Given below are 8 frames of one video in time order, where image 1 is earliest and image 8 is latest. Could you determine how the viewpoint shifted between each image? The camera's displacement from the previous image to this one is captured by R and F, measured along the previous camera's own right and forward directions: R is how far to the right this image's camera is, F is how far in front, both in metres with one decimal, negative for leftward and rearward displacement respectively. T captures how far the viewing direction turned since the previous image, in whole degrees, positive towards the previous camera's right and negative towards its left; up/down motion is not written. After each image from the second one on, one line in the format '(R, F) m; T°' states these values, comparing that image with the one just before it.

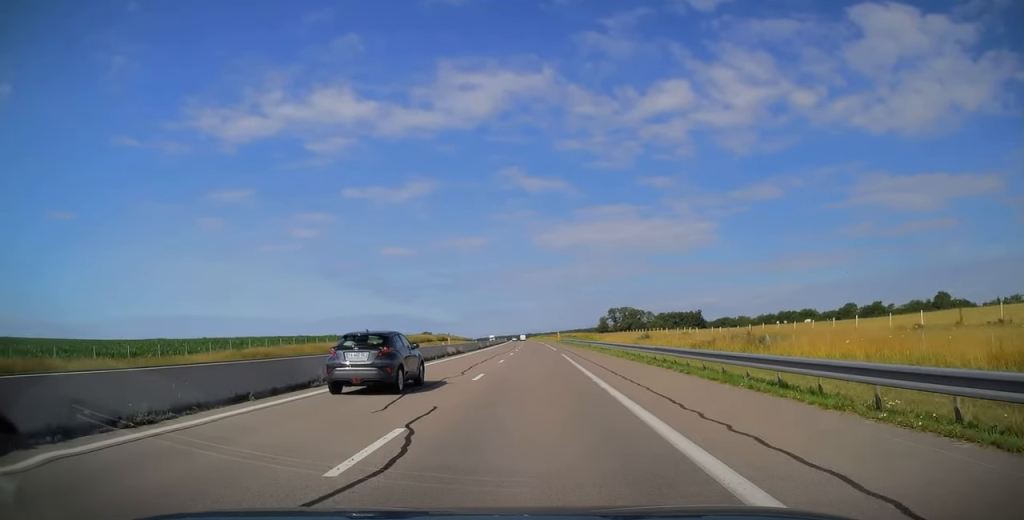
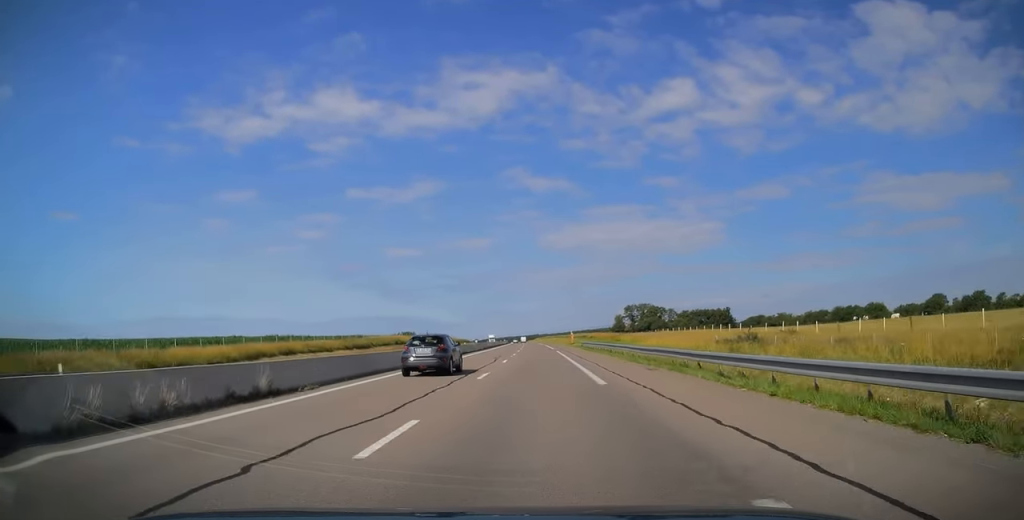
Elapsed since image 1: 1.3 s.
(-0.6, +37.6) m; -1°
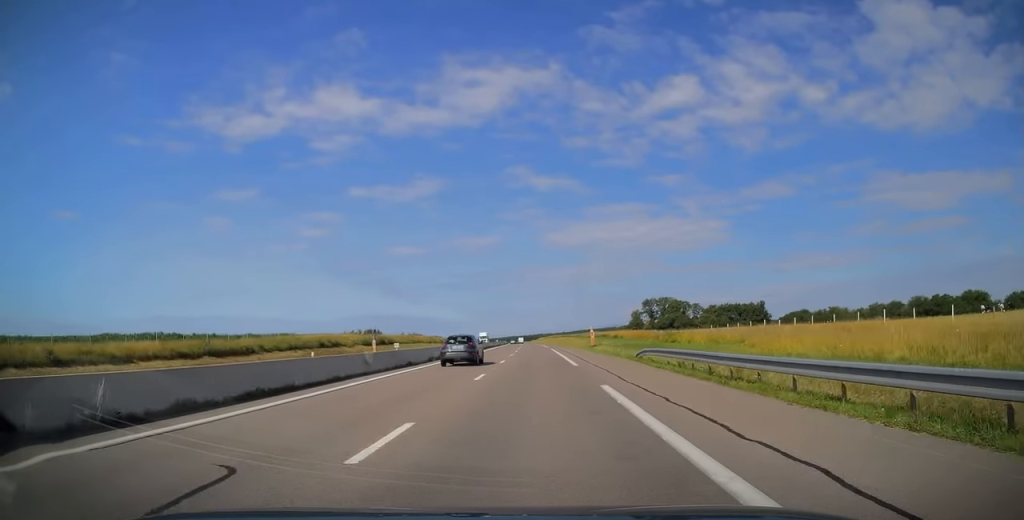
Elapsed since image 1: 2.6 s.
(+0.3, +39.1) m; 0°
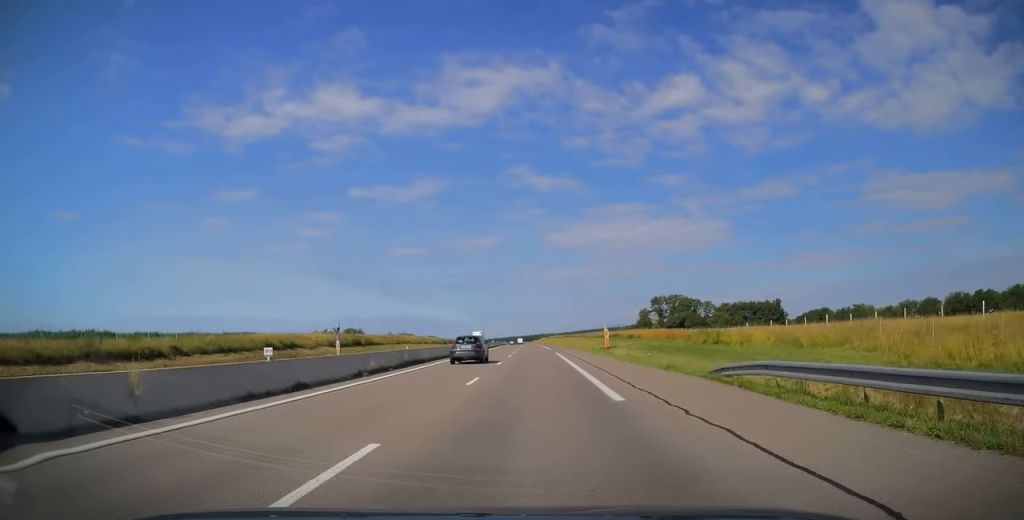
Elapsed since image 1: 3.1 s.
(-0.2, +14.7) m; 0°
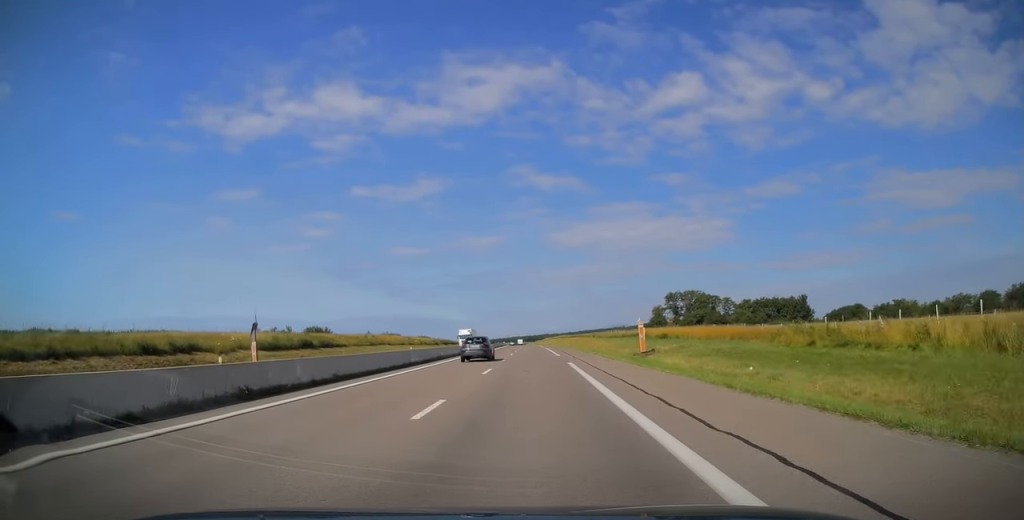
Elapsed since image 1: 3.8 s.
(-0.1, +20.0) m; 0°
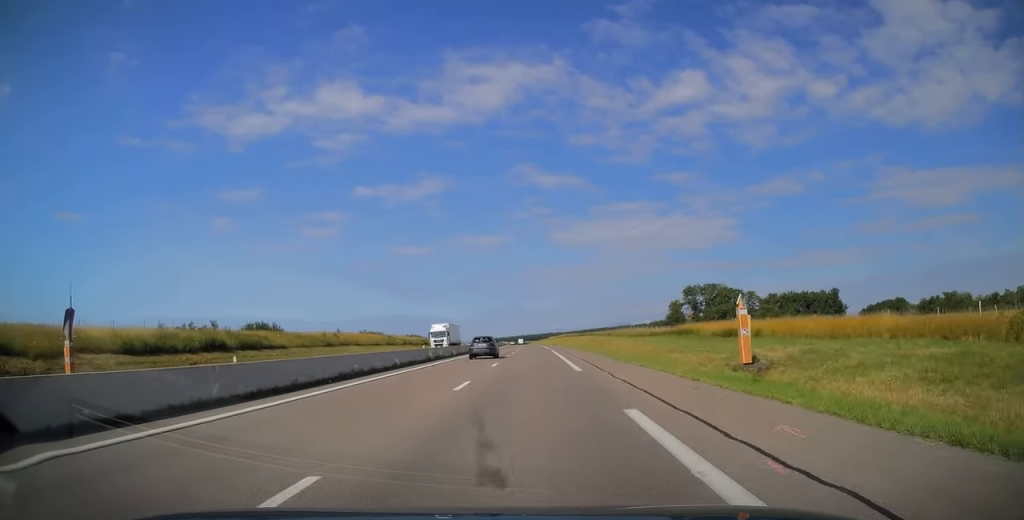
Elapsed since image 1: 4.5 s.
(0.0, +20.5) m; 0°
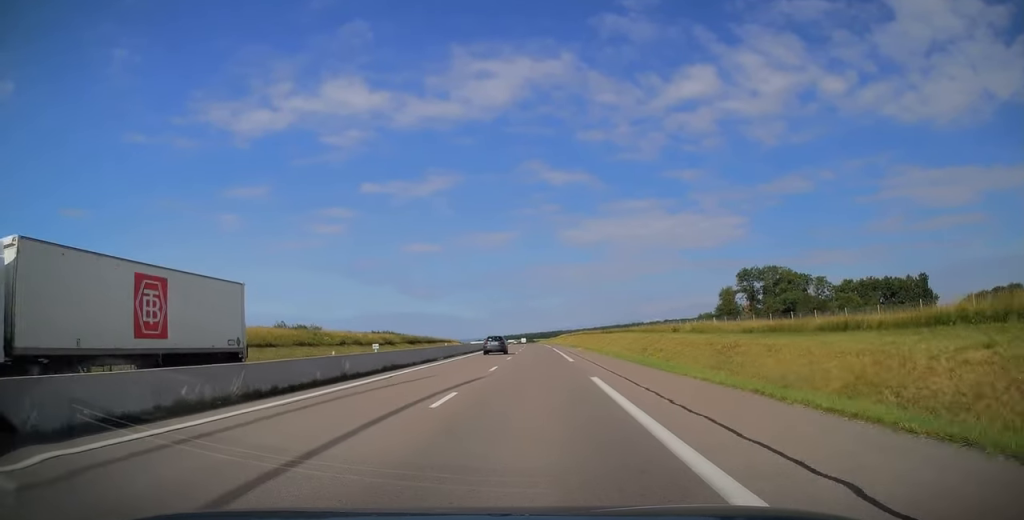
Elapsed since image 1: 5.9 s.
(-0.4, +42.4) m; -1°
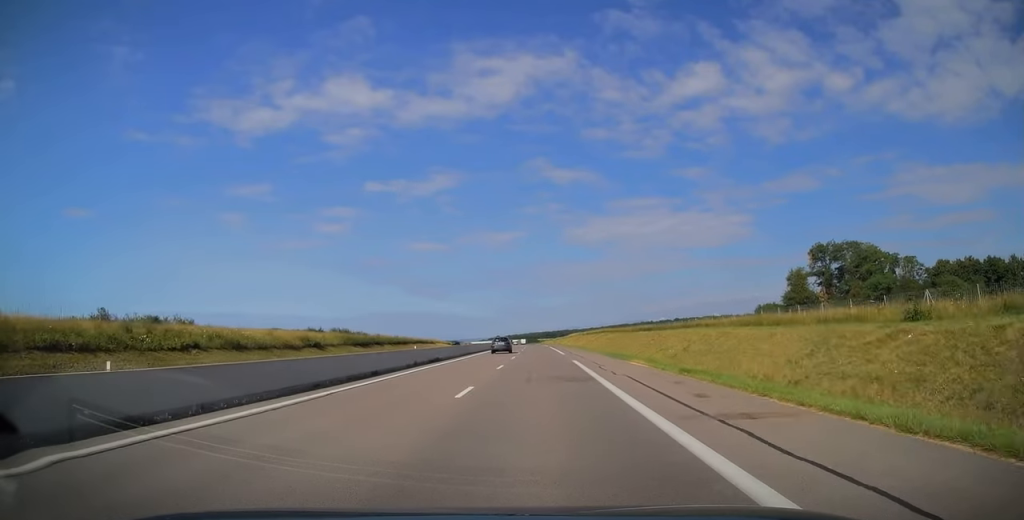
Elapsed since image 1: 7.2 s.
(-0.2, +36.6) m; 0°
